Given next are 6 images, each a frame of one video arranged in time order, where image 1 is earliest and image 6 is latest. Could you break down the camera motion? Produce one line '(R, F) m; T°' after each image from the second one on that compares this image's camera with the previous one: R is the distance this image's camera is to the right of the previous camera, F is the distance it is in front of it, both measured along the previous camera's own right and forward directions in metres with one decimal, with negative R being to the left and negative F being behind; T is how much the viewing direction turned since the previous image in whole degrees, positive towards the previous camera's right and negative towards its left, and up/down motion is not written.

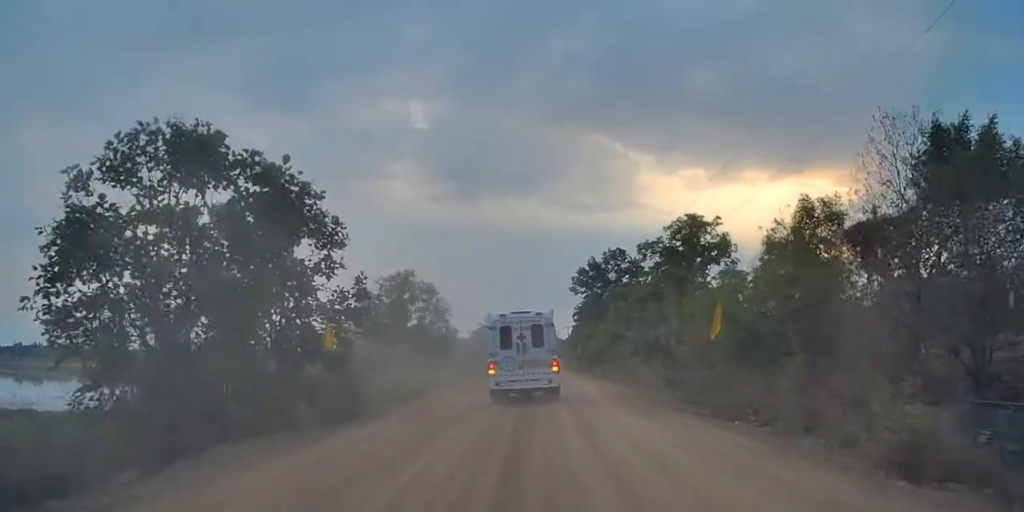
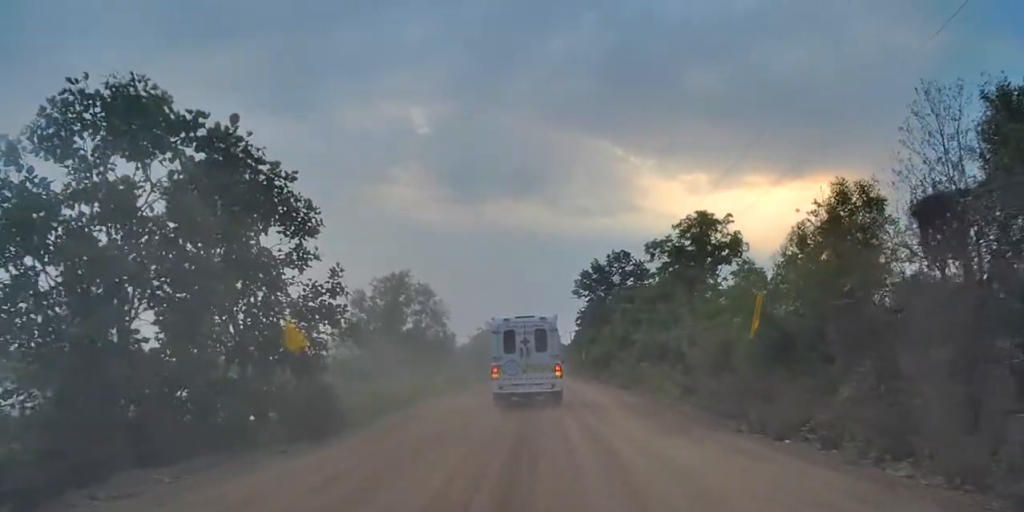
(+0.1, +2.4) m; +1°
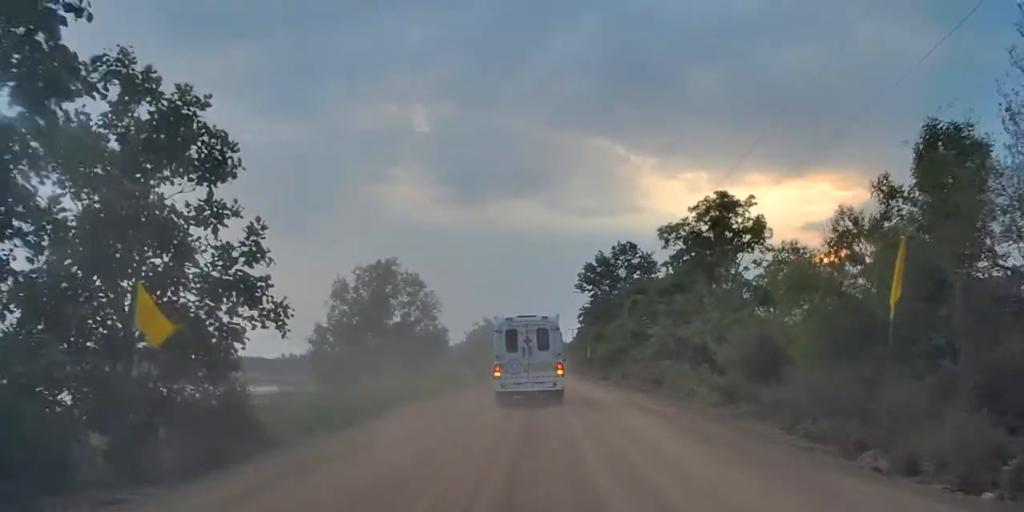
(+0.1, +4.8) m; +1°
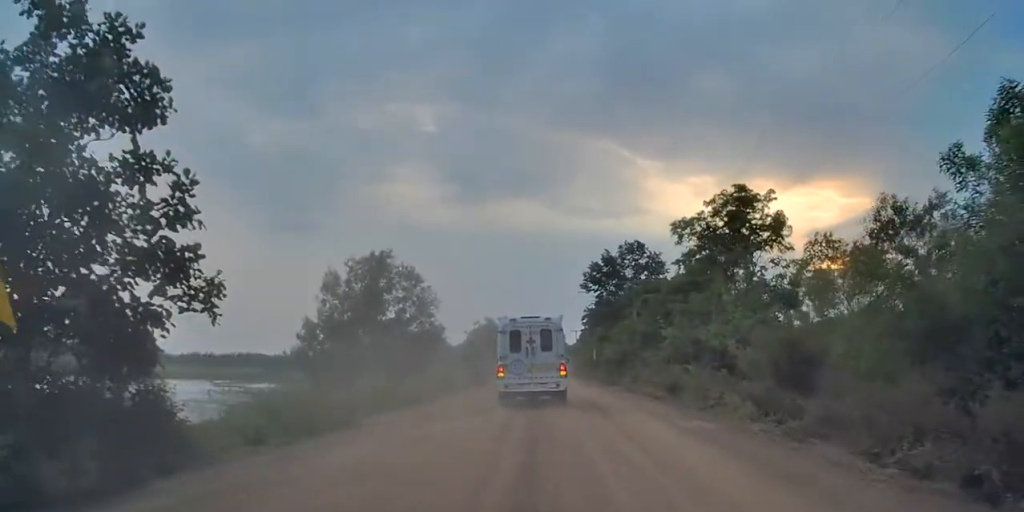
(0.0, +2.8) m; +1°
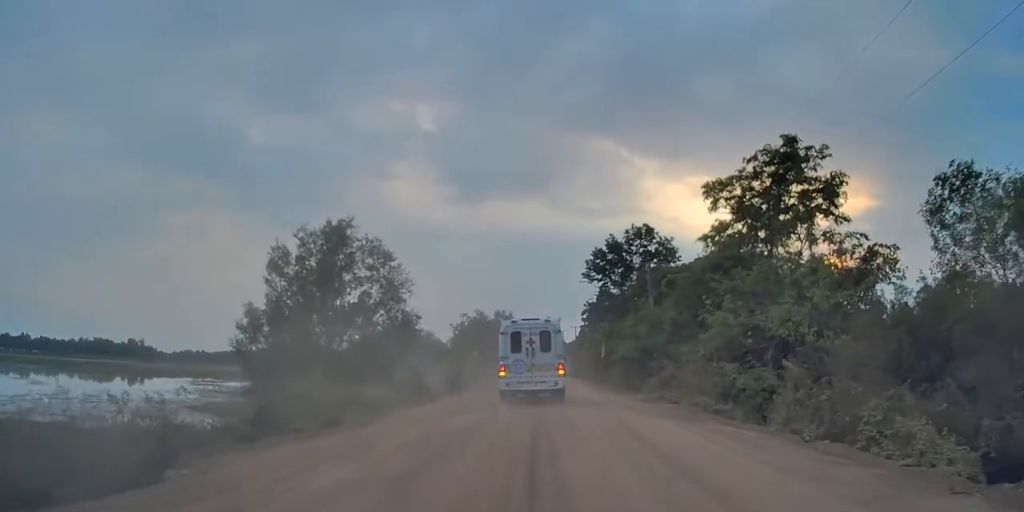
(-0.1, +8.1) m; -3°
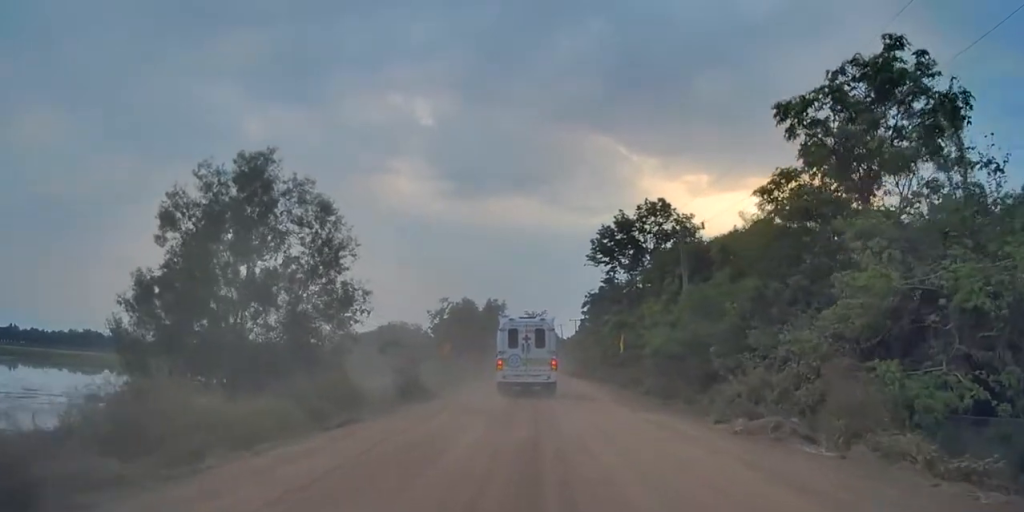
(-0.2, +9.7) m; +2°
